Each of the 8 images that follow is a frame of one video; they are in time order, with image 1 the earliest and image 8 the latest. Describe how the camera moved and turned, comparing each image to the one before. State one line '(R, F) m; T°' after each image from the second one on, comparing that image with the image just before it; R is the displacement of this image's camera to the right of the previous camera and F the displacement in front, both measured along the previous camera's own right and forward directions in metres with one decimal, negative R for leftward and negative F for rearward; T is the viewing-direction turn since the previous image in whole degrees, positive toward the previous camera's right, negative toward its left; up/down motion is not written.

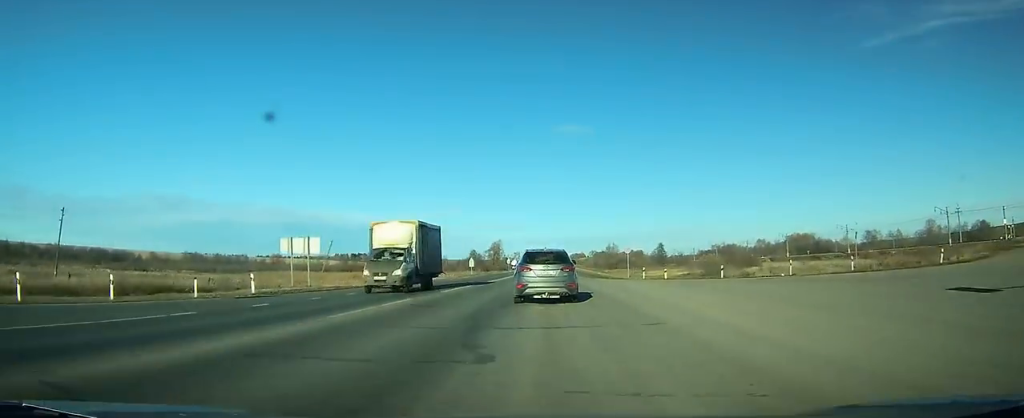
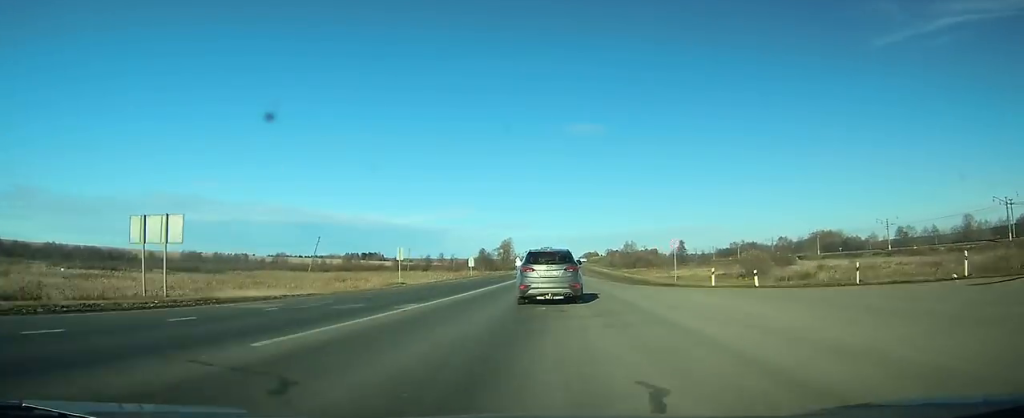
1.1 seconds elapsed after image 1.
(-0.1, +17.0) m; -1°
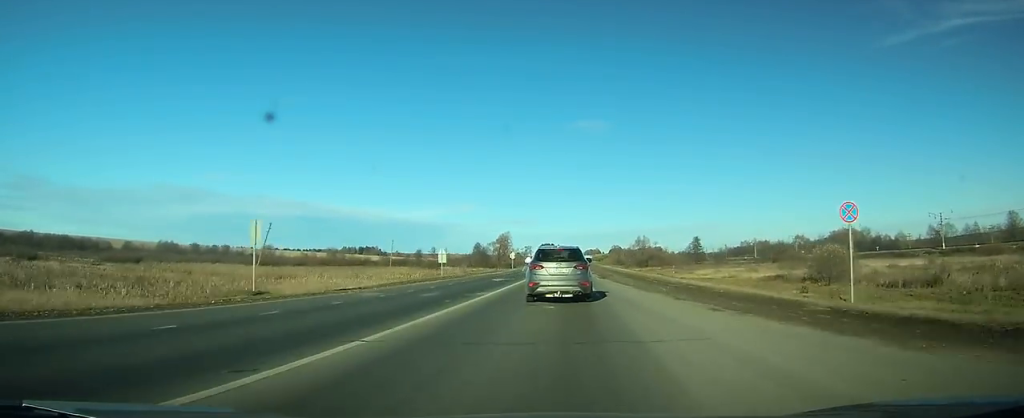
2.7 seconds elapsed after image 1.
(-0.3, +25.8) m; -1°
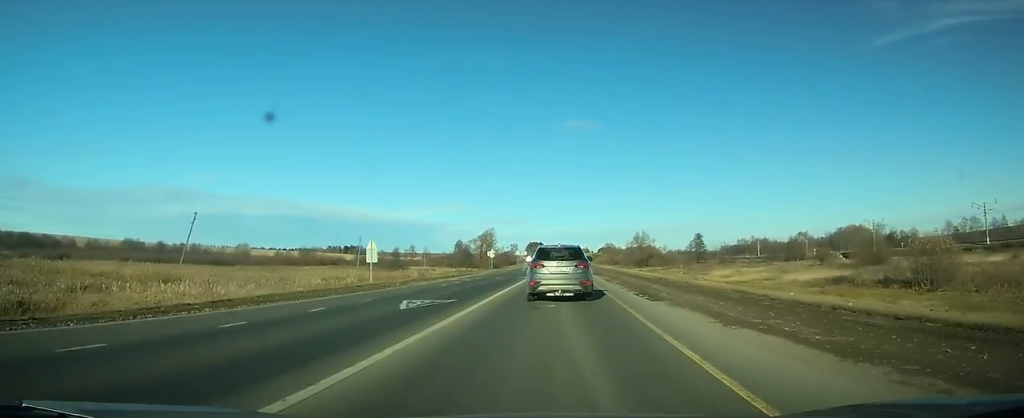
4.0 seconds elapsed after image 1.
(-0.2, +21.9) m; 0°
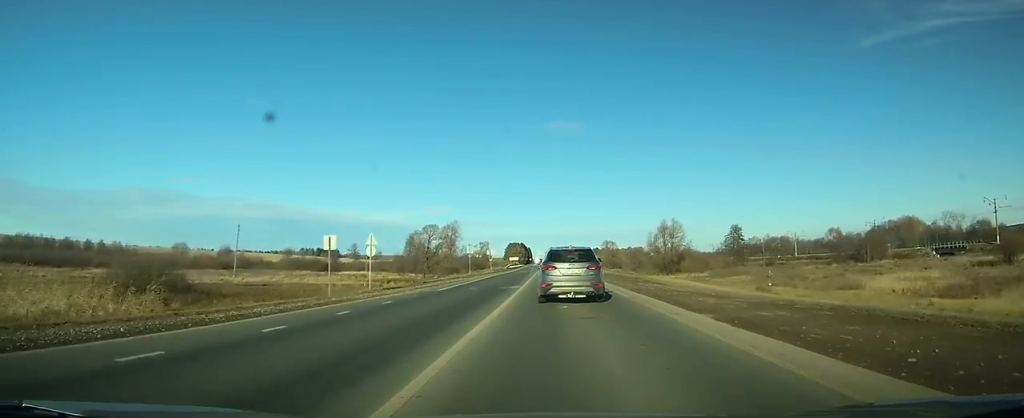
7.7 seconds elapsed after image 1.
(+0.8, +61.7) m; +2°
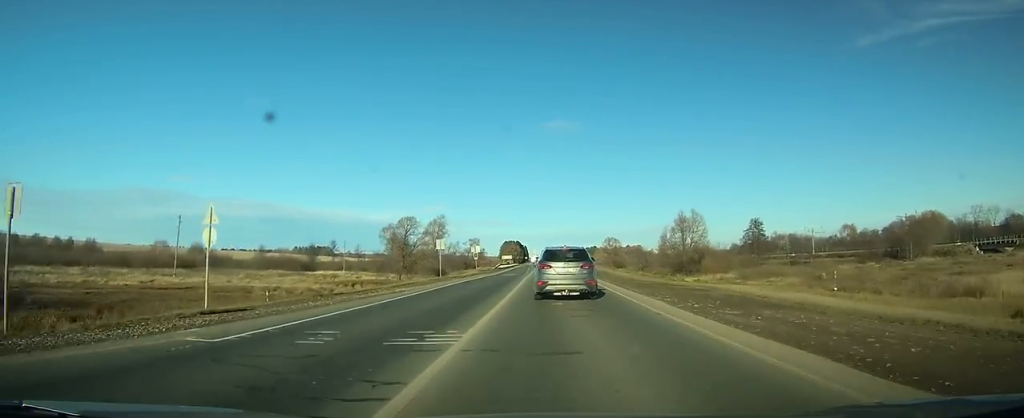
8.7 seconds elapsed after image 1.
(0.0, +18.3) m; 0°
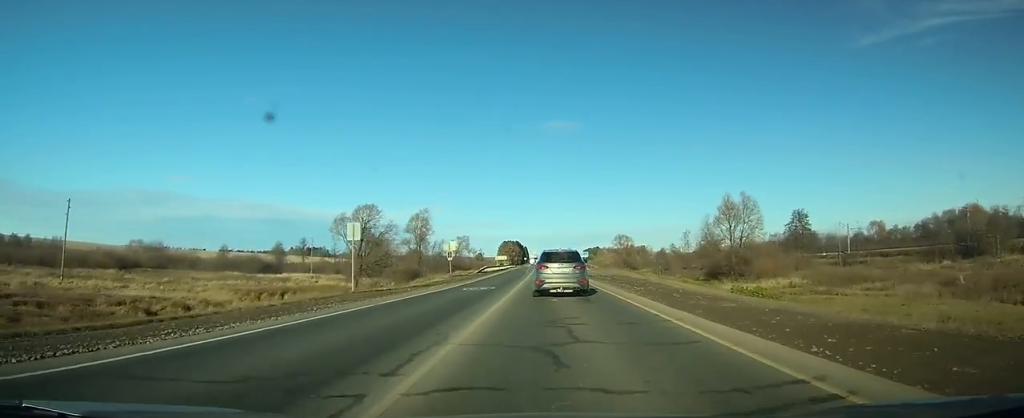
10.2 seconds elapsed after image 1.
(+0.2, +25.5) m; 0°
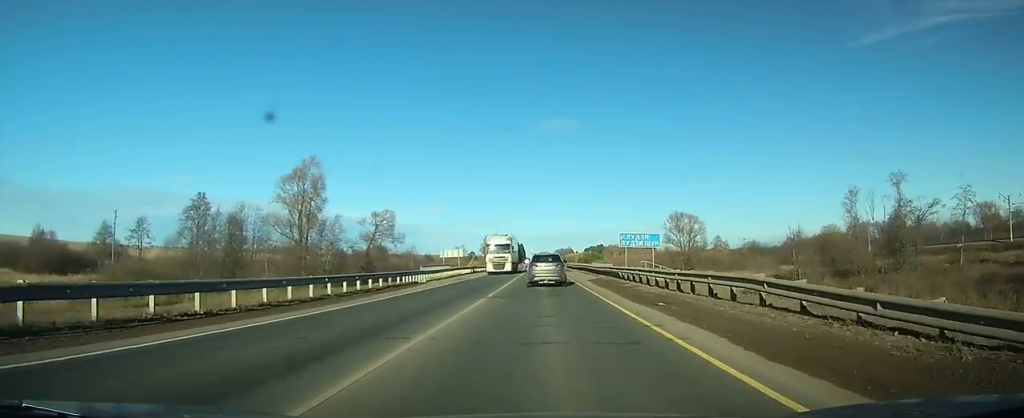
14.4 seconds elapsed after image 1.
(+0.5, +74.4) m; 0°
